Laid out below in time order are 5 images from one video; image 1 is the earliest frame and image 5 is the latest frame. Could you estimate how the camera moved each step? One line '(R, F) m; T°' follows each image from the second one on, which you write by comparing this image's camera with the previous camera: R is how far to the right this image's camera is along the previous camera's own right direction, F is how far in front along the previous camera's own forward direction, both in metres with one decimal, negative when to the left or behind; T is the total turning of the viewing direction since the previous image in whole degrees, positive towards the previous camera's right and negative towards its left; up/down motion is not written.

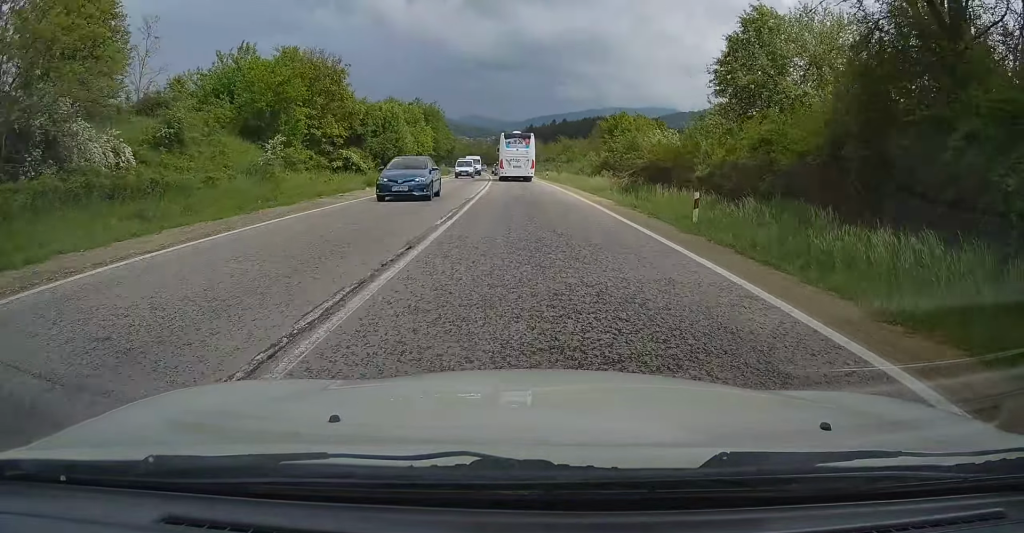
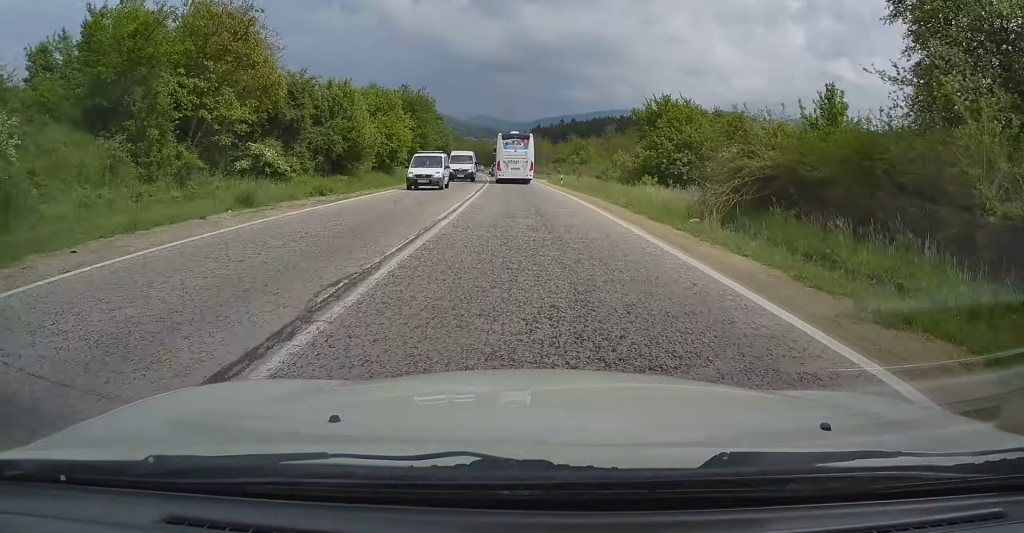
(+0.2, +15.8) m; 0°
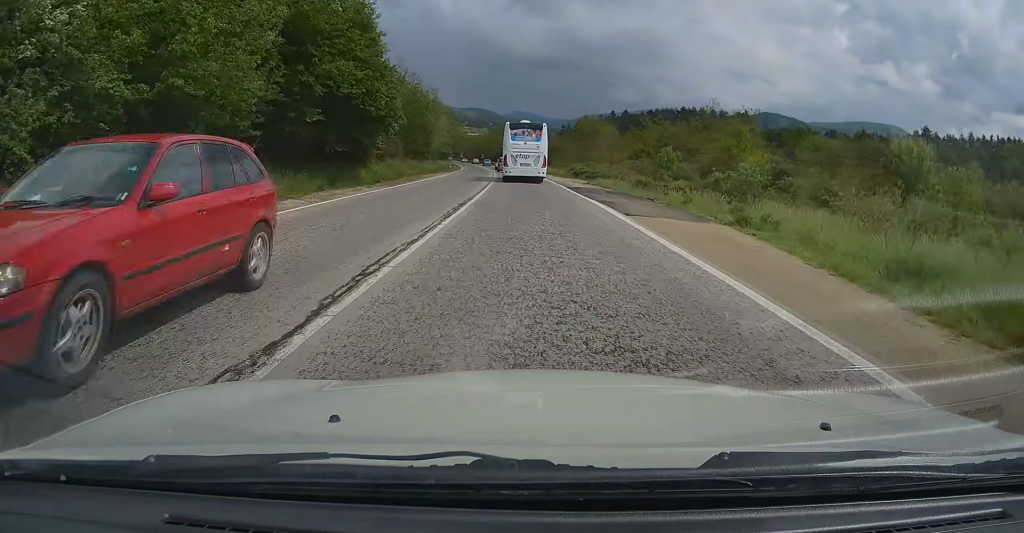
(-2.4, +55.9) m; -4°
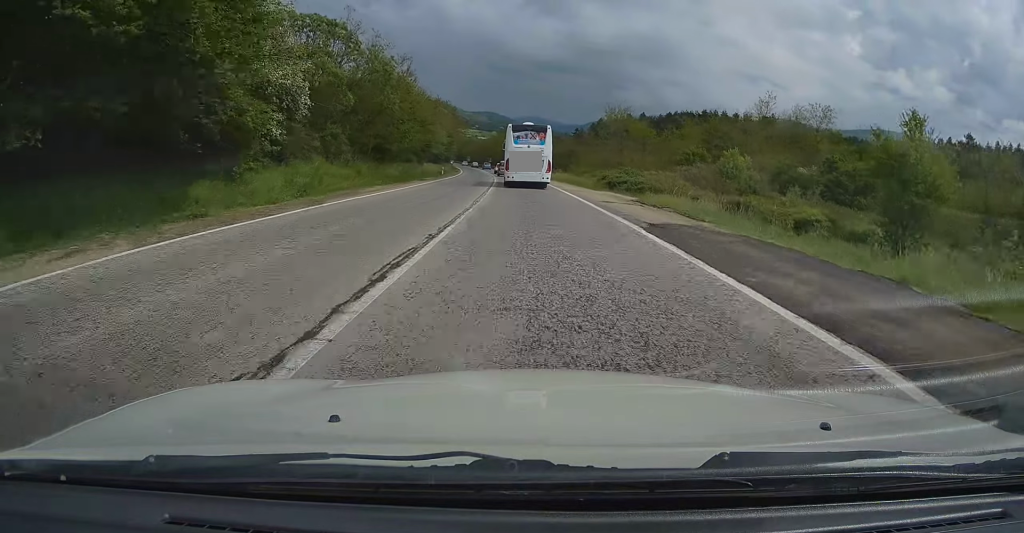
(0.0, +19.3) m; 0°
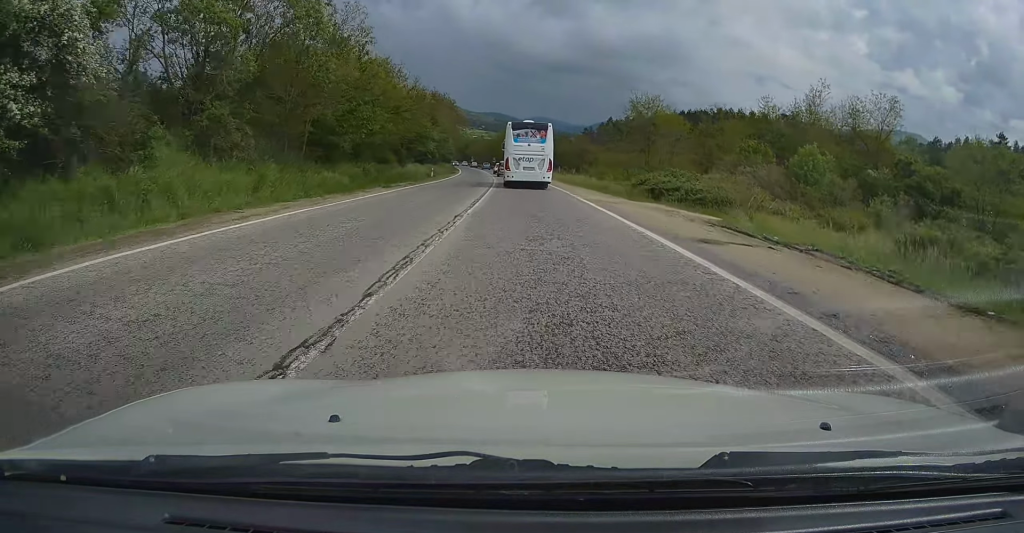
(0.0, +13.6) m; 0°
